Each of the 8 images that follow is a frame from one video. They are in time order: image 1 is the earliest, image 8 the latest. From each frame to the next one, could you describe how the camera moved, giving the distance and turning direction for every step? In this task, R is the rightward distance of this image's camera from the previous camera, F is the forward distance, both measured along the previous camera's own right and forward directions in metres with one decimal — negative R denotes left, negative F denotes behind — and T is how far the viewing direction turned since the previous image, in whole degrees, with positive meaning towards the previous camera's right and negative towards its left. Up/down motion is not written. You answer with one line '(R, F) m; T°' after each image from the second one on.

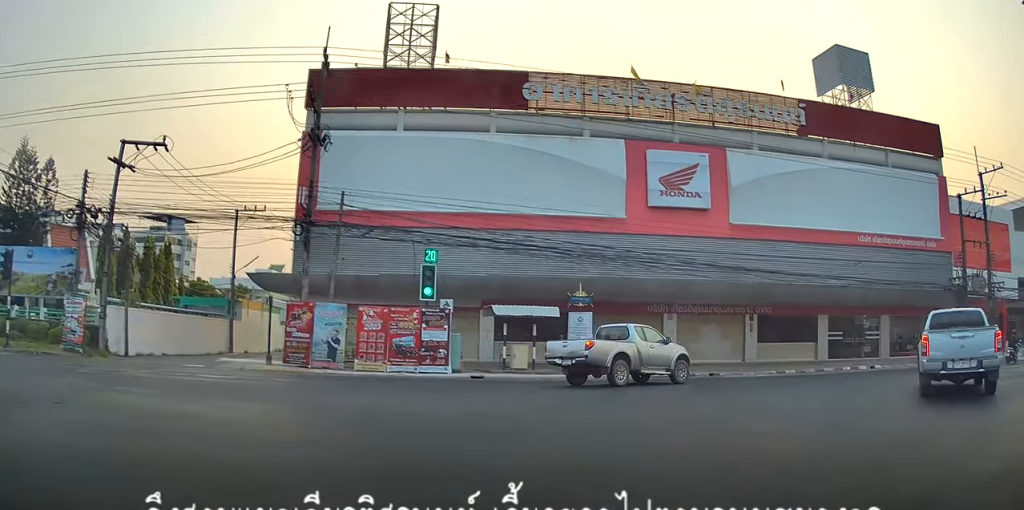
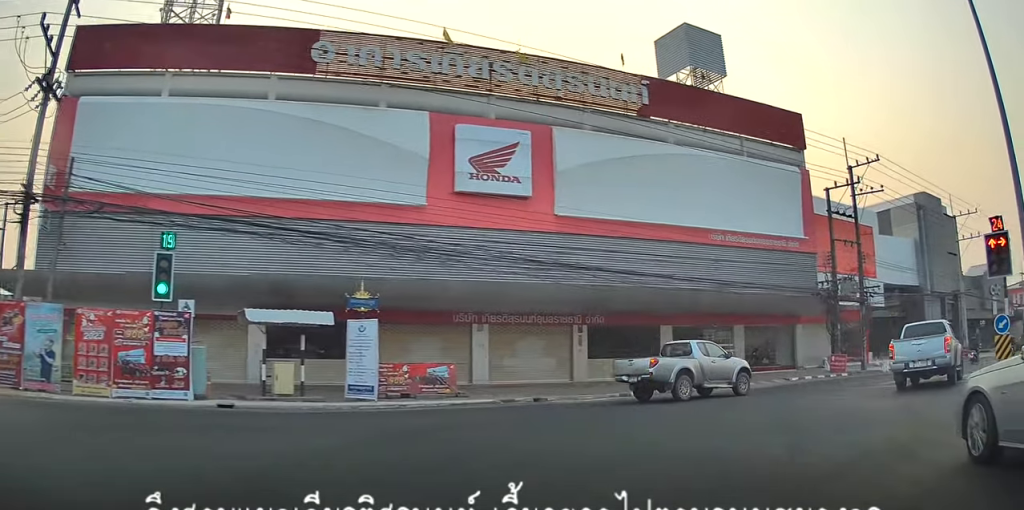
(+0.8, +5.9) m; +21°
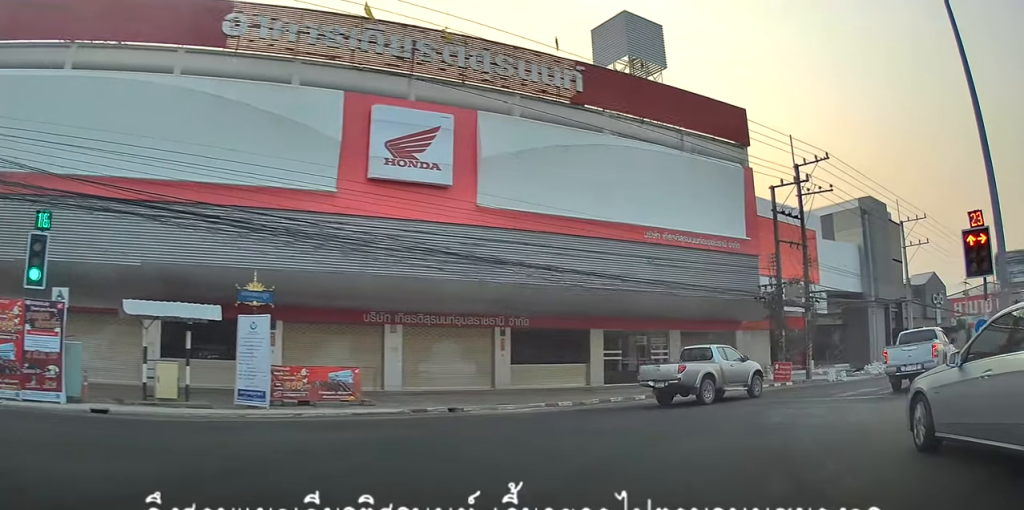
(+0.3, +2.3) m; +8°
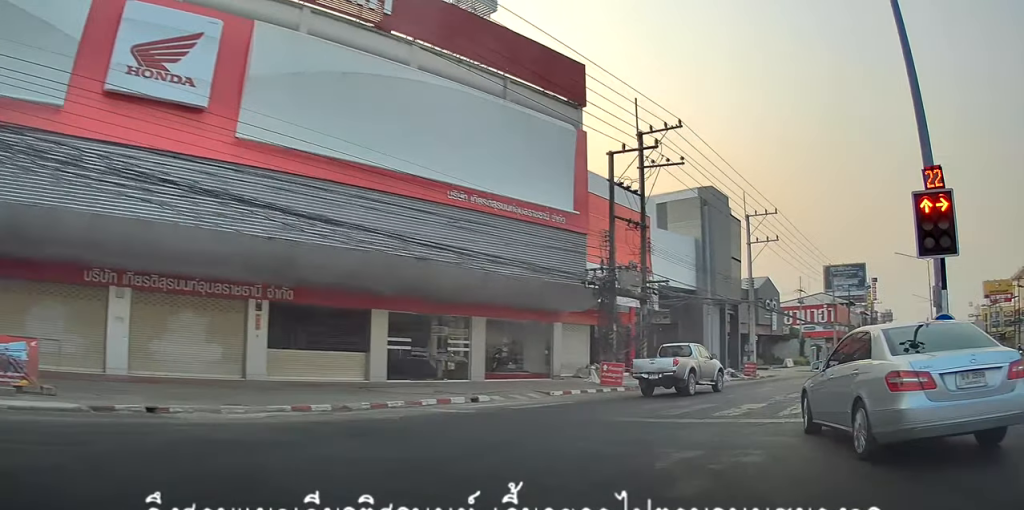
(+0.8, +6.0) m; +14°
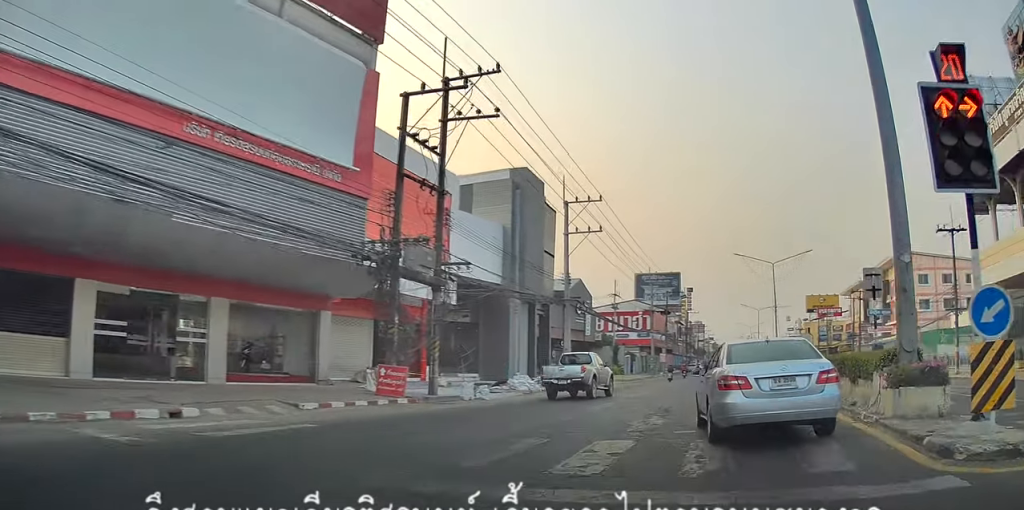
(+0.6, +6.8) m; +8°
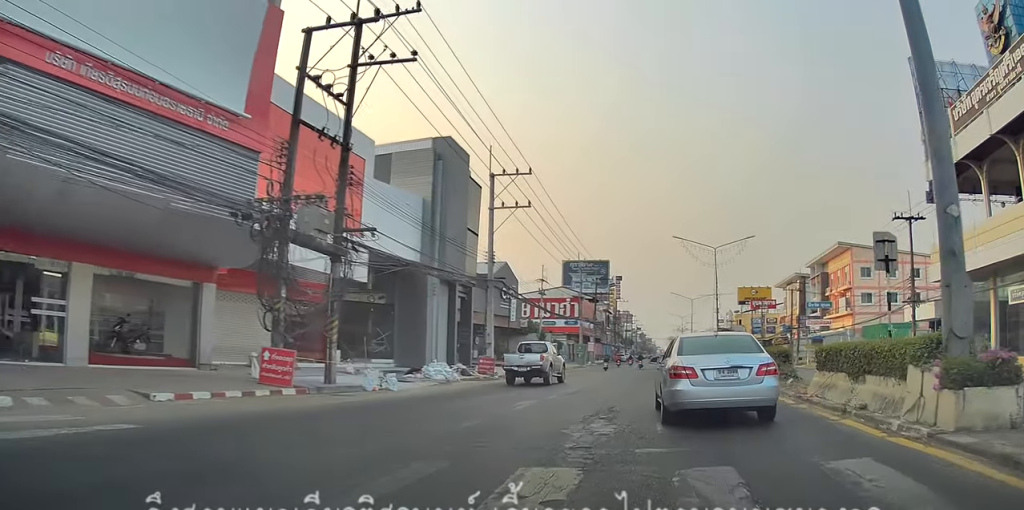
(0.0, +3.6) m; +3°
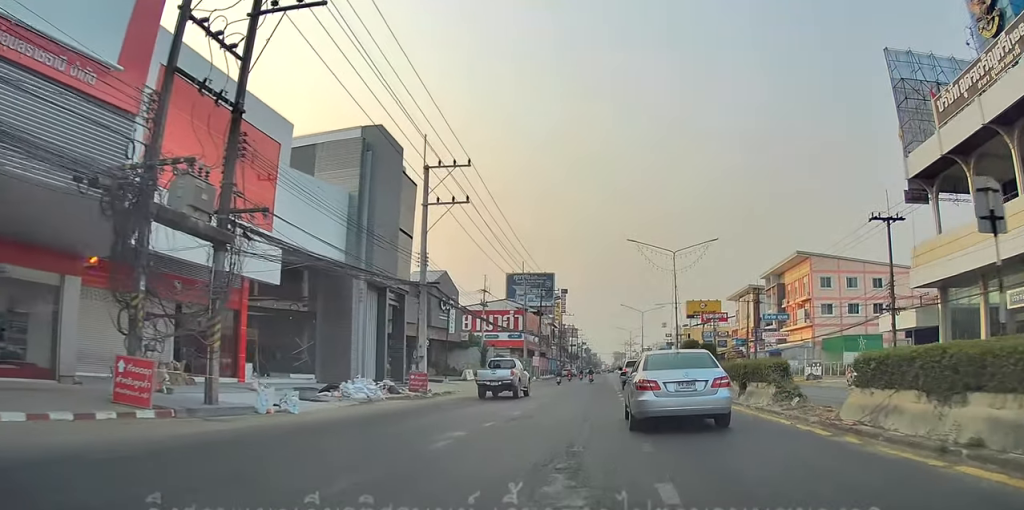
(+0.2, +4.4) m; +9°
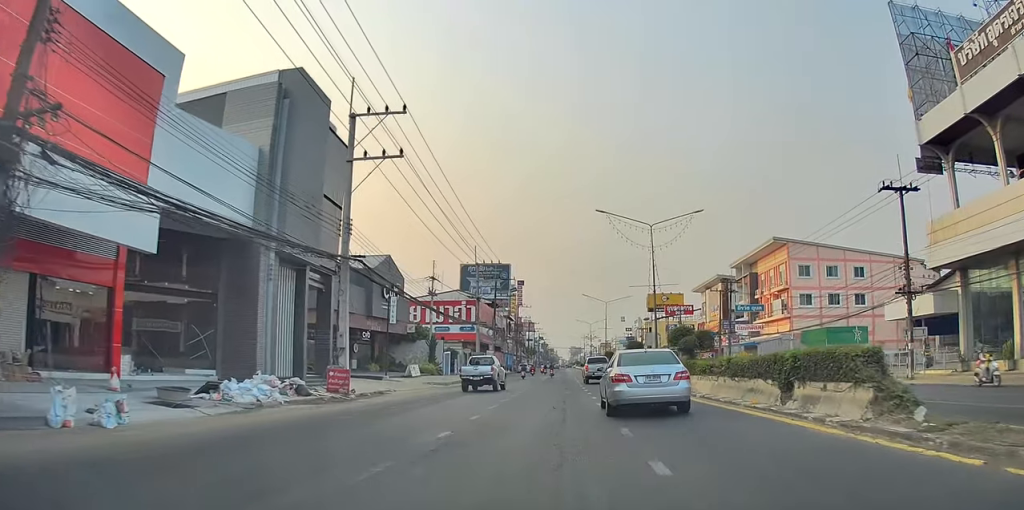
(+0.8, +6.3) m; +10°
